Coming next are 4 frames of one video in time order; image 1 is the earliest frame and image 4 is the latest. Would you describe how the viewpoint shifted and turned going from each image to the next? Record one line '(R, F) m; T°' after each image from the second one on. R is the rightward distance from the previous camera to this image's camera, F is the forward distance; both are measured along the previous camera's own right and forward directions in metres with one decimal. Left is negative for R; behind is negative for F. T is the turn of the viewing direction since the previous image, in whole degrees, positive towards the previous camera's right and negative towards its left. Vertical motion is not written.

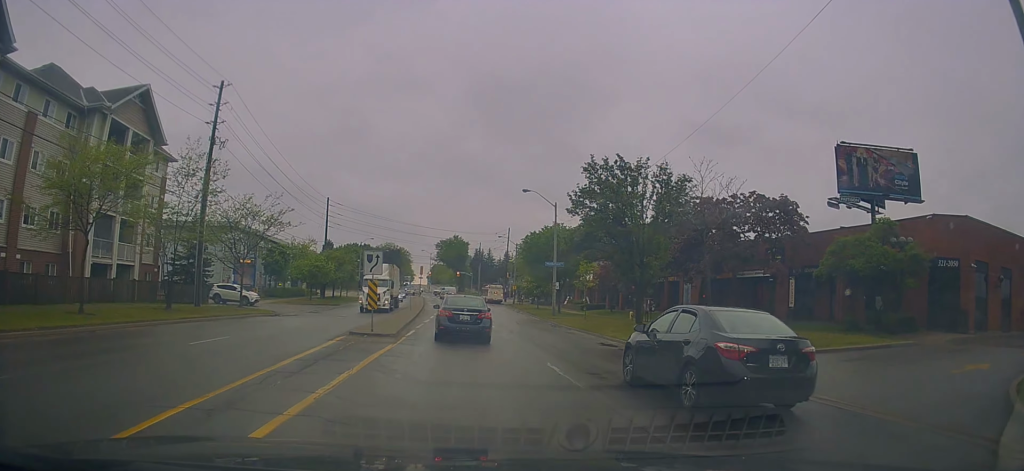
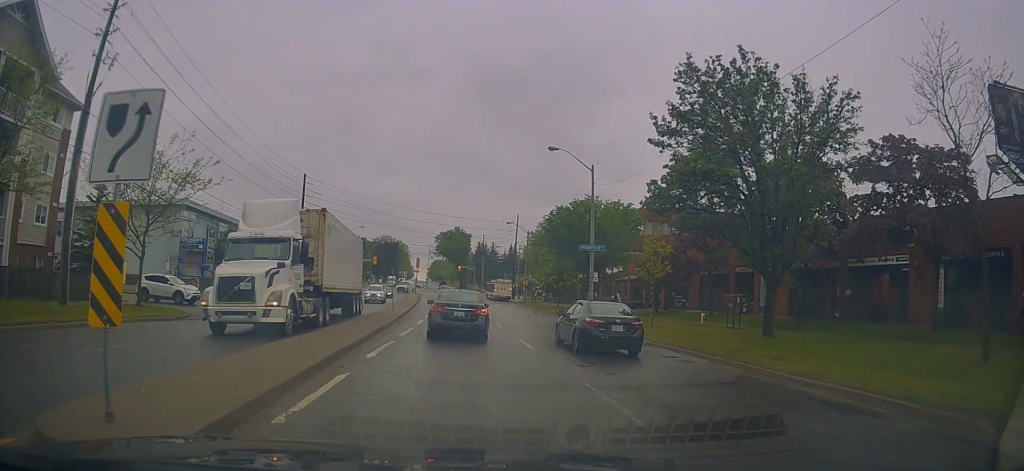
(-0.2, +13.9) m; -1°
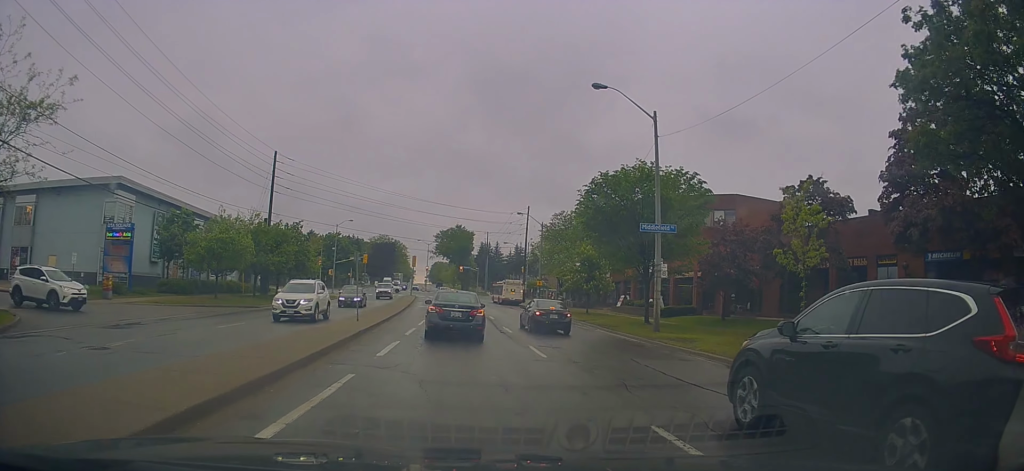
(-0.1, +13.3) m; -1°
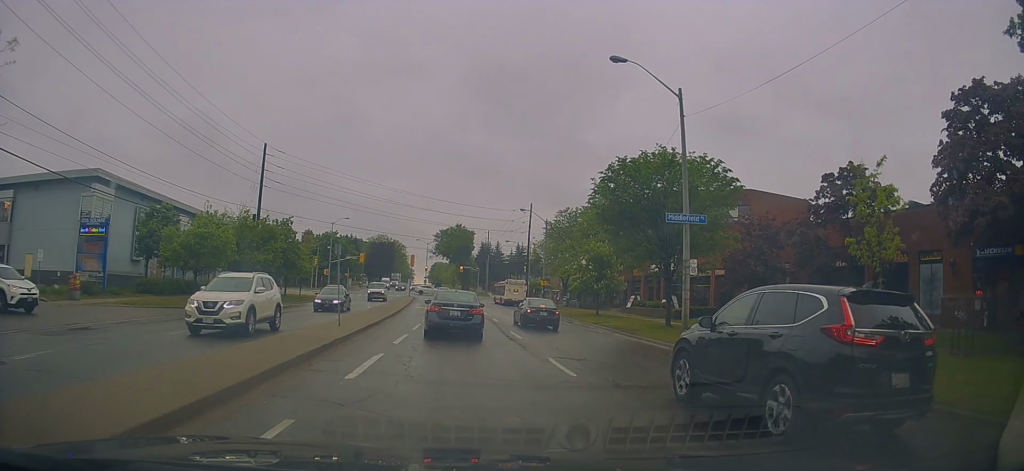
(+0.2, +3.1) m; -1°
